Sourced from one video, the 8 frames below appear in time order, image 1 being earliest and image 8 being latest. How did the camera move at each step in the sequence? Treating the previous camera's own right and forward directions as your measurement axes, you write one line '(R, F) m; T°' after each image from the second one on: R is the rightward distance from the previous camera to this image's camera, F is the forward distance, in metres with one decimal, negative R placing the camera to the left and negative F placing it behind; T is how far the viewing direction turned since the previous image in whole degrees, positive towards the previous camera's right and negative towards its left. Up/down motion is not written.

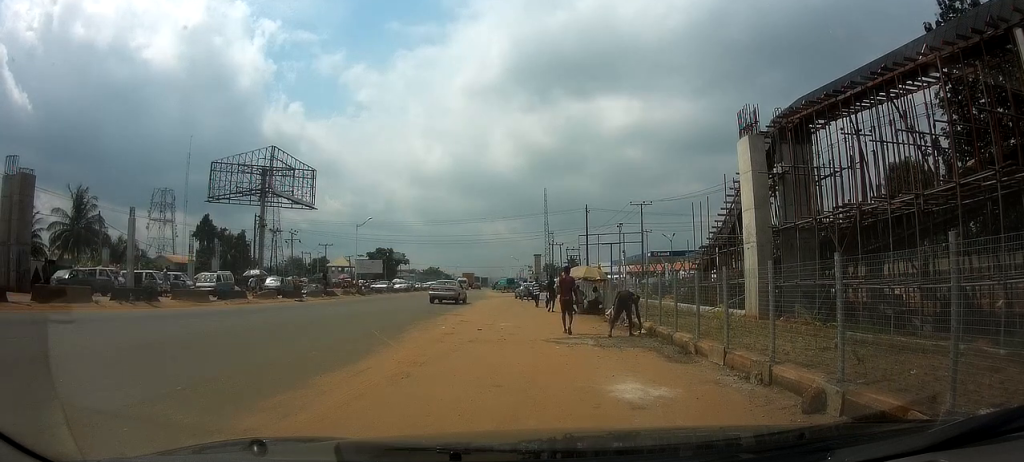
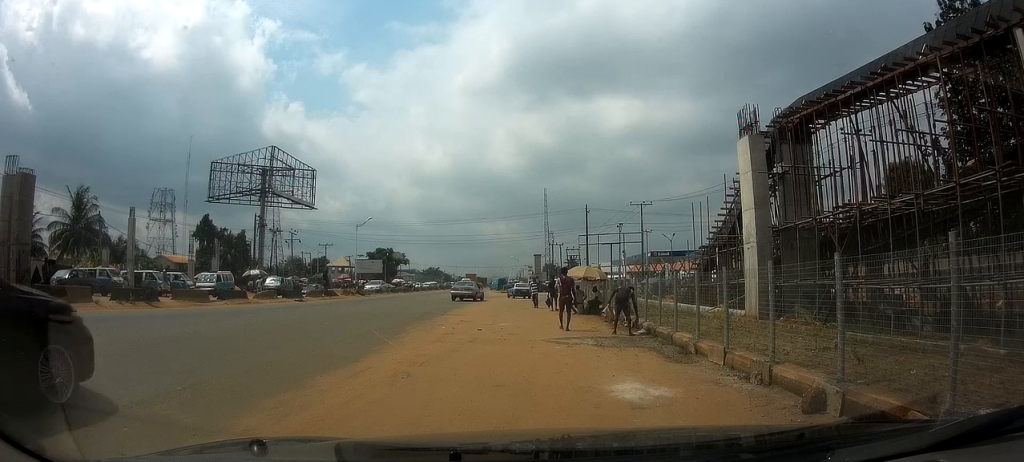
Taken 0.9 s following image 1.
(0.0, 0.0) m; 0°
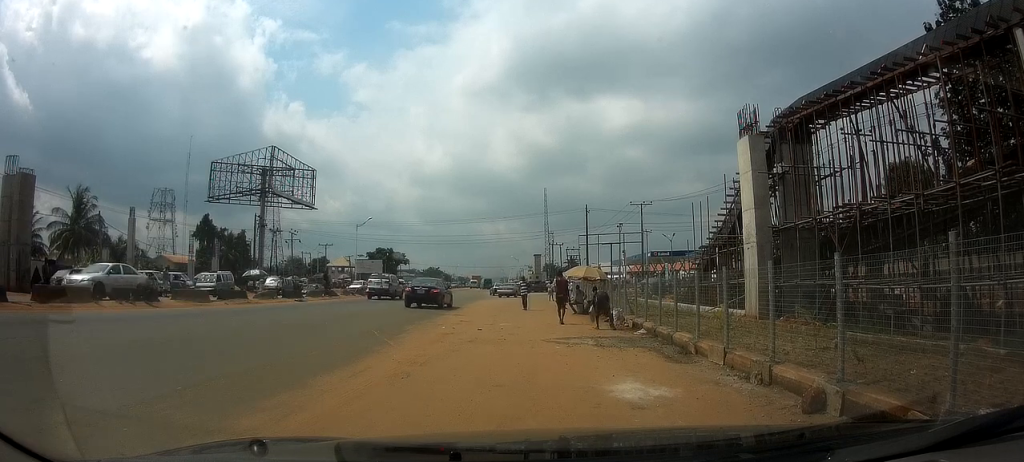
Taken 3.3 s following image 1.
(0.0, 0.0) m; 0°
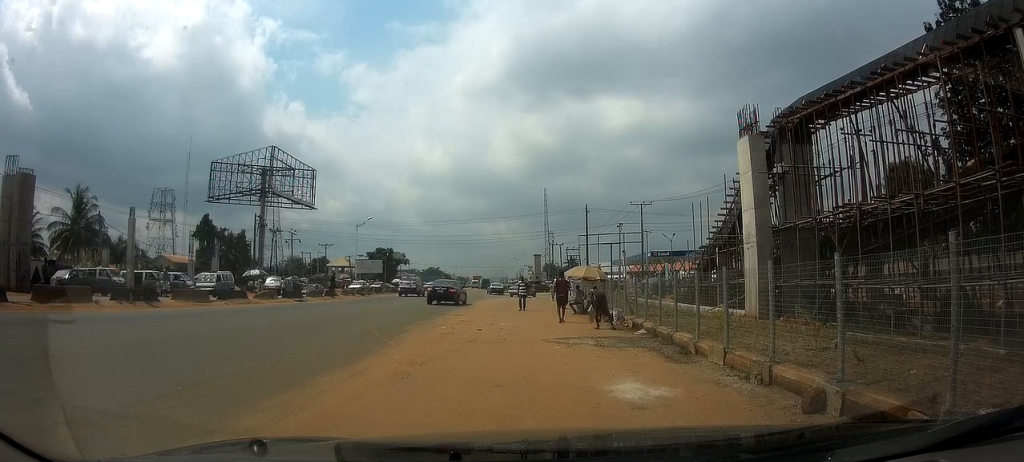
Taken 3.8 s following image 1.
(0.0, 0.0) m; 0°
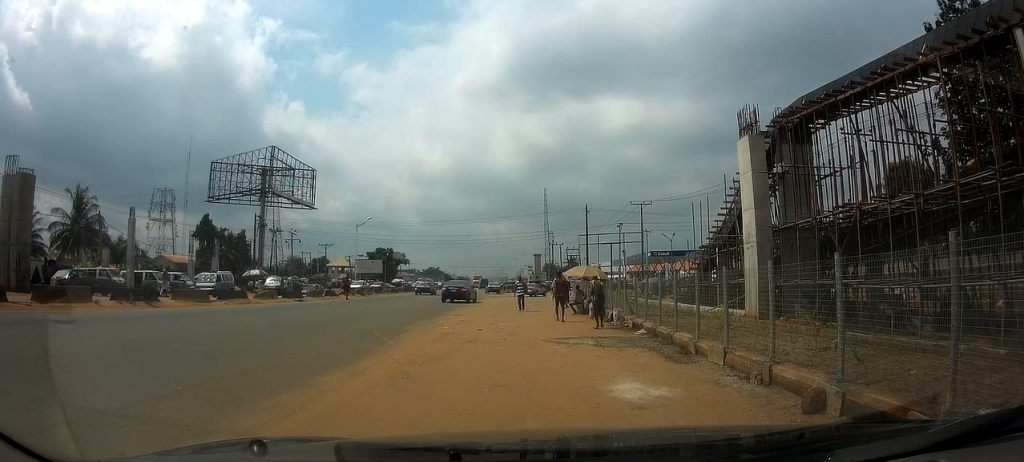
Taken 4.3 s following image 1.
(0.0, 0.0) m; 0°
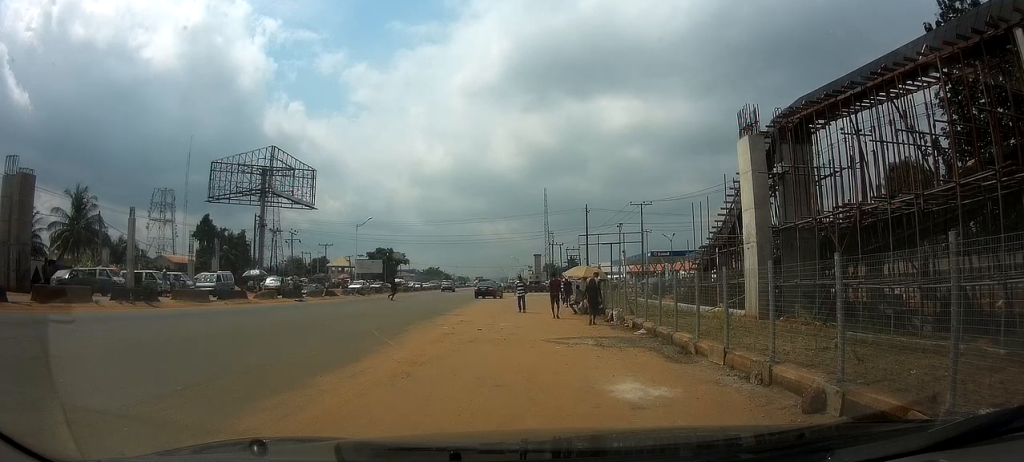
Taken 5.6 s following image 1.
(0.0, 0.0) m; 0°
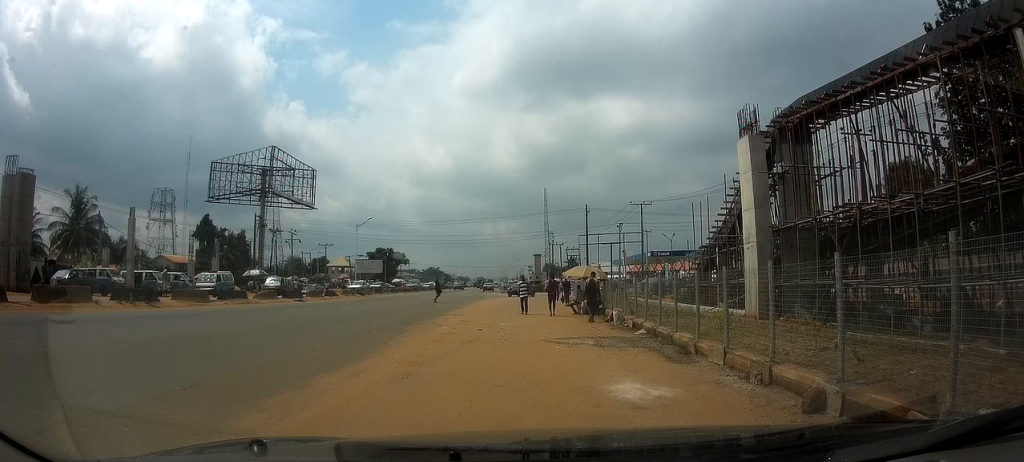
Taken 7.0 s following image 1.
(0.0, 0.0) m; 0°
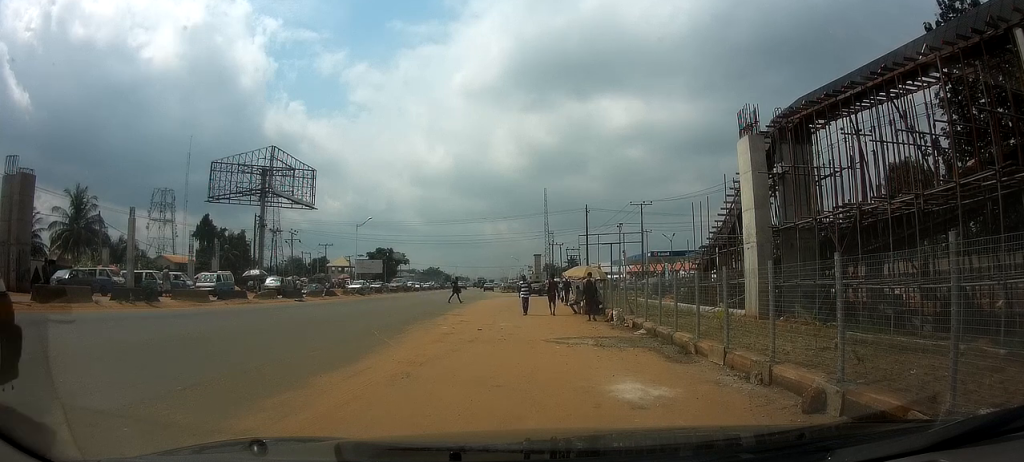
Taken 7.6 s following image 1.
(0.0, 0.0) m; 0°
